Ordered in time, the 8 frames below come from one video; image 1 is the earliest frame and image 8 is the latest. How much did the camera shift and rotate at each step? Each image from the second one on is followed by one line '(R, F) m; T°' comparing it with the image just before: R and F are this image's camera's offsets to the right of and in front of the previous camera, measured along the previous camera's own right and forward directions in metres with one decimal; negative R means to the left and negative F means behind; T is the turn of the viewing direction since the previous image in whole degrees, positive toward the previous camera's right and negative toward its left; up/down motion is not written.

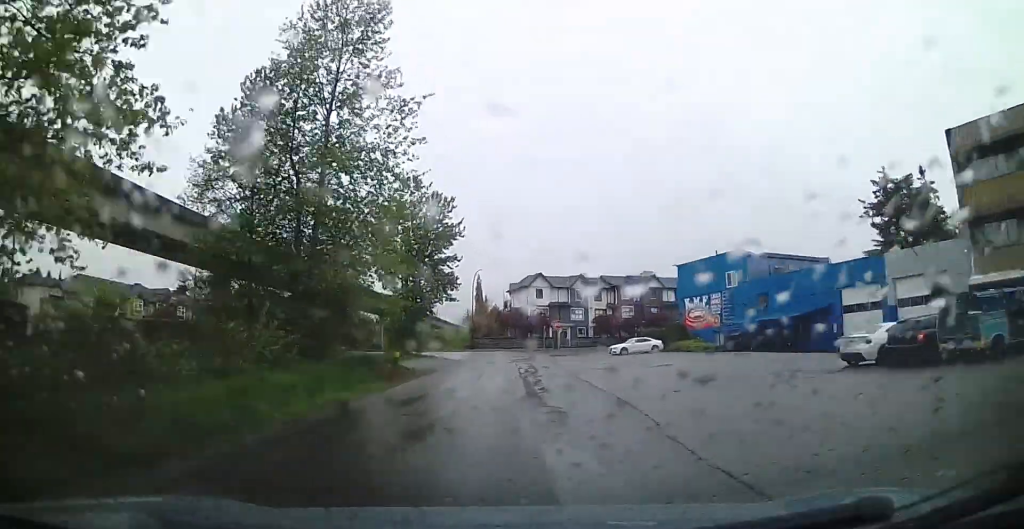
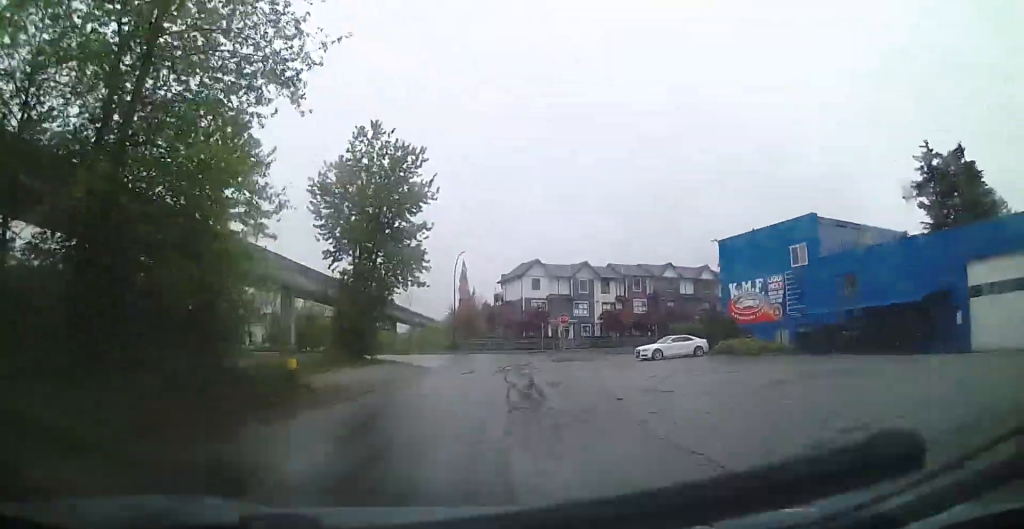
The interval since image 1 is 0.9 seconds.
(-0.3, +10.7) m; -1°
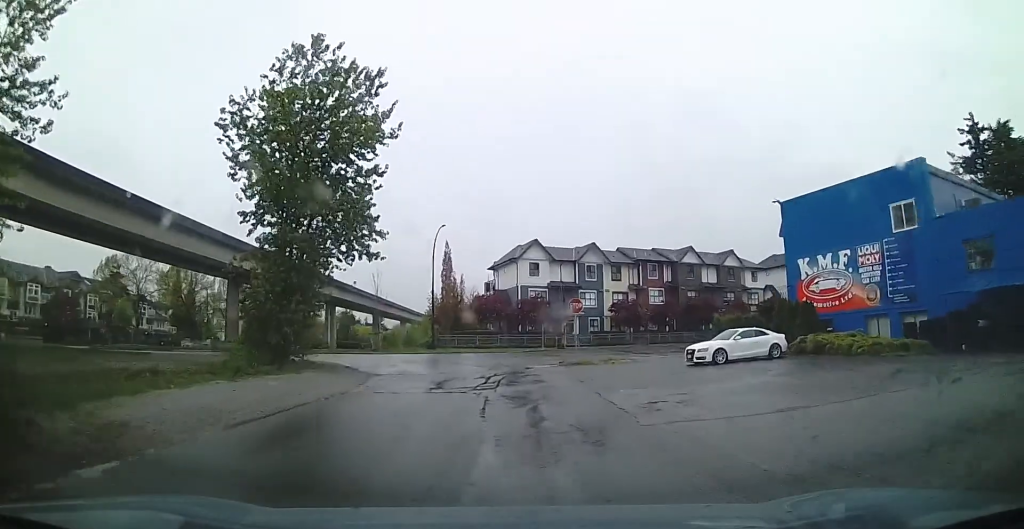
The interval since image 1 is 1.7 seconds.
(0.0, +10.1) m; +3°
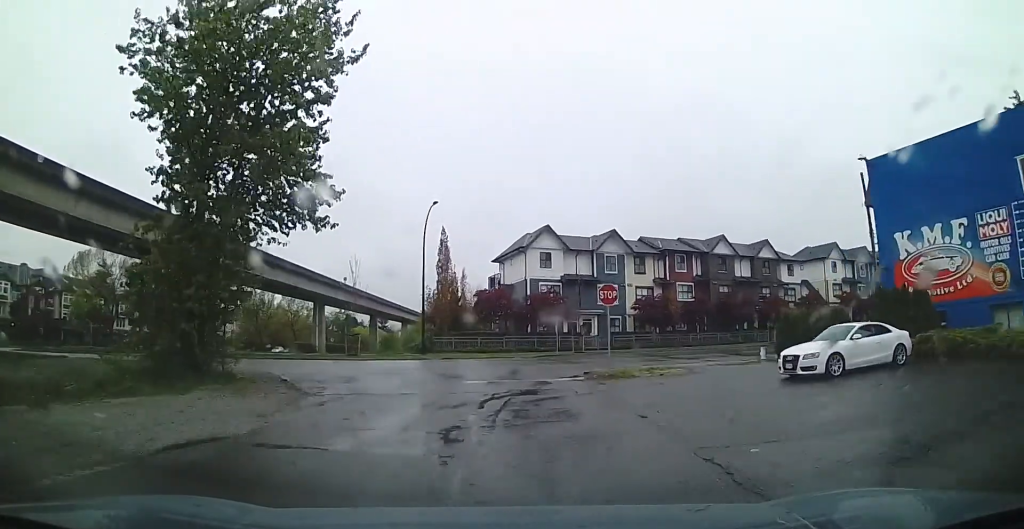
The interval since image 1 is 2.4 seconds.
(+0.1, +8.1) m; +4°
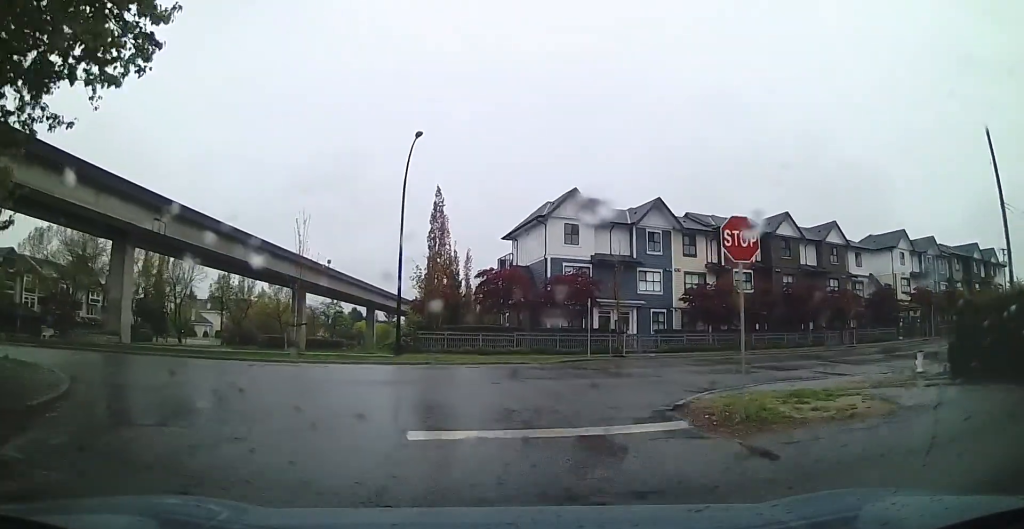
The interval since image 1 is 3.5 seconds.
(+0.8, +12.8) m; +3°
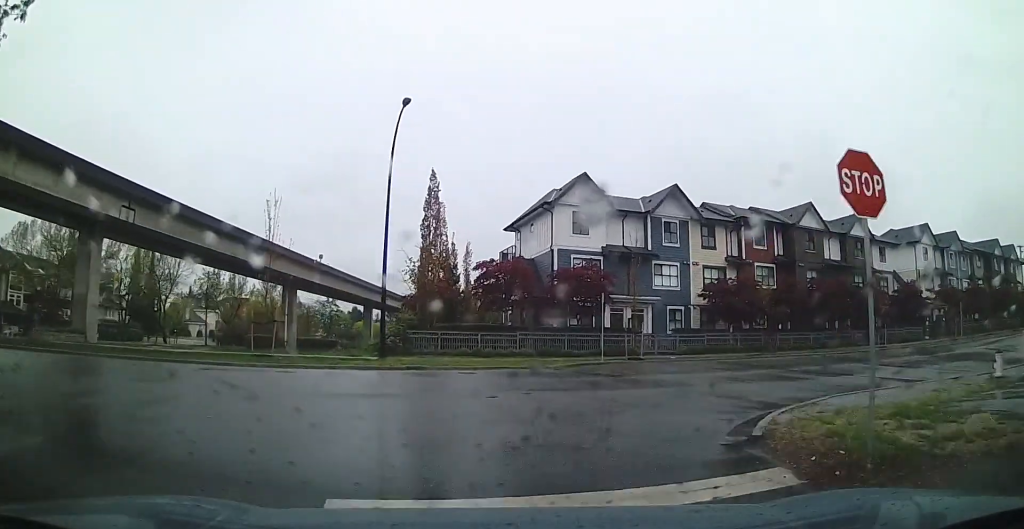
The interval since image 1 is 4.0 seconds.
(0.0, +4.8) m; -1°
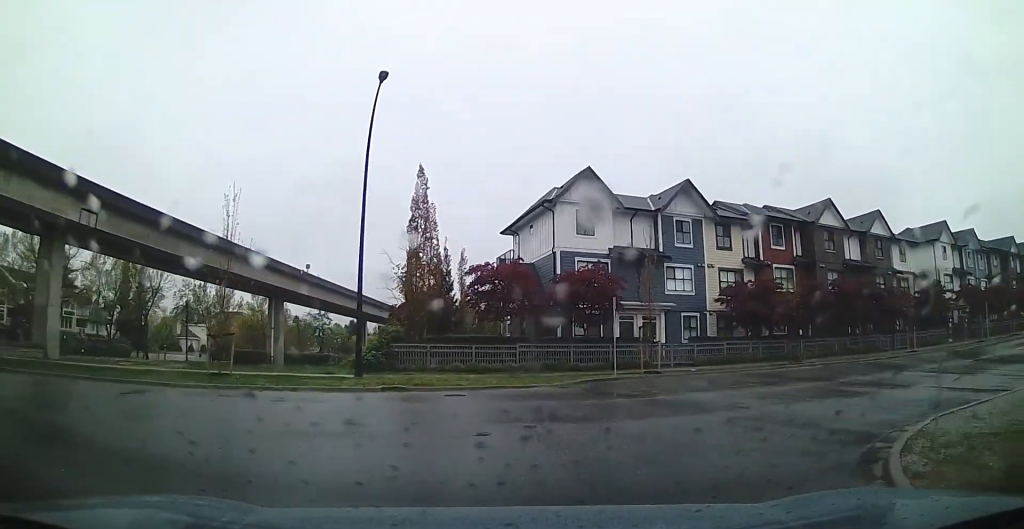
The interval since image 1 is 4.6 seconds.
(-0.1, +5.2) m; -2°
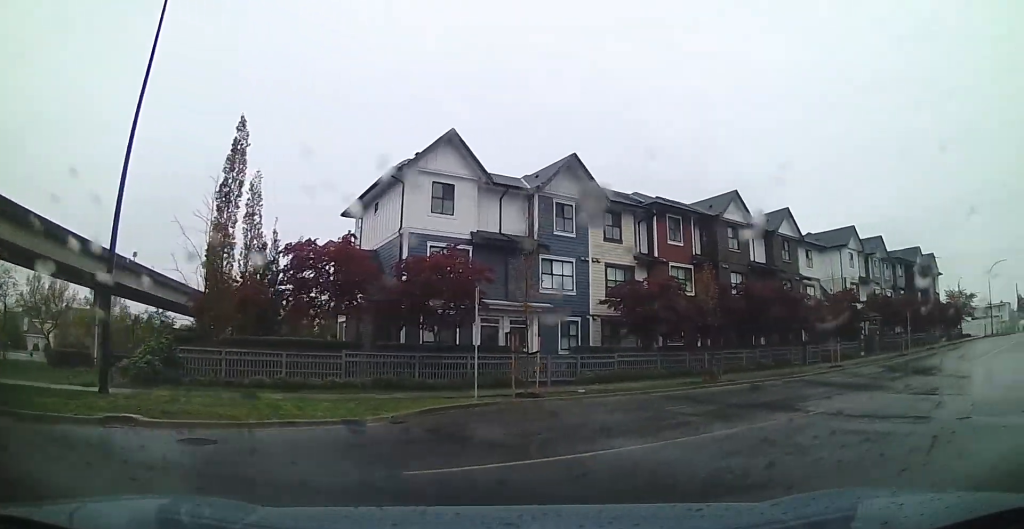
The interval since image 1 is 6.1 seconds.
(-0.6, +11.4) m; +11°
